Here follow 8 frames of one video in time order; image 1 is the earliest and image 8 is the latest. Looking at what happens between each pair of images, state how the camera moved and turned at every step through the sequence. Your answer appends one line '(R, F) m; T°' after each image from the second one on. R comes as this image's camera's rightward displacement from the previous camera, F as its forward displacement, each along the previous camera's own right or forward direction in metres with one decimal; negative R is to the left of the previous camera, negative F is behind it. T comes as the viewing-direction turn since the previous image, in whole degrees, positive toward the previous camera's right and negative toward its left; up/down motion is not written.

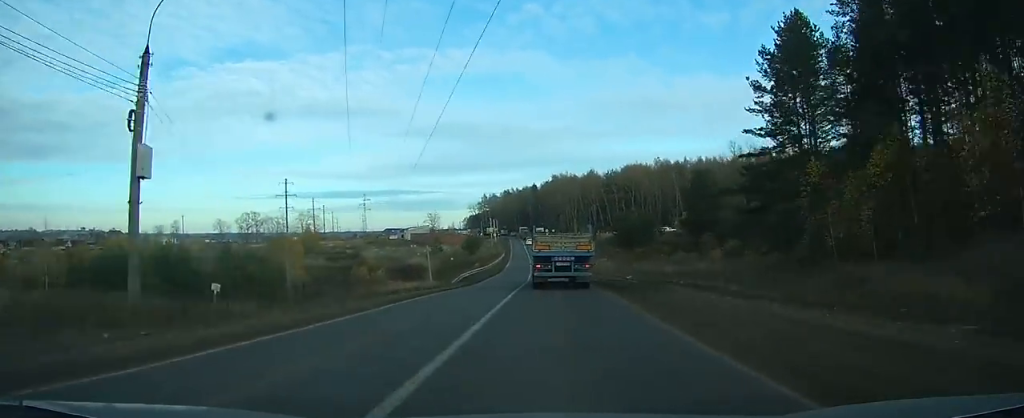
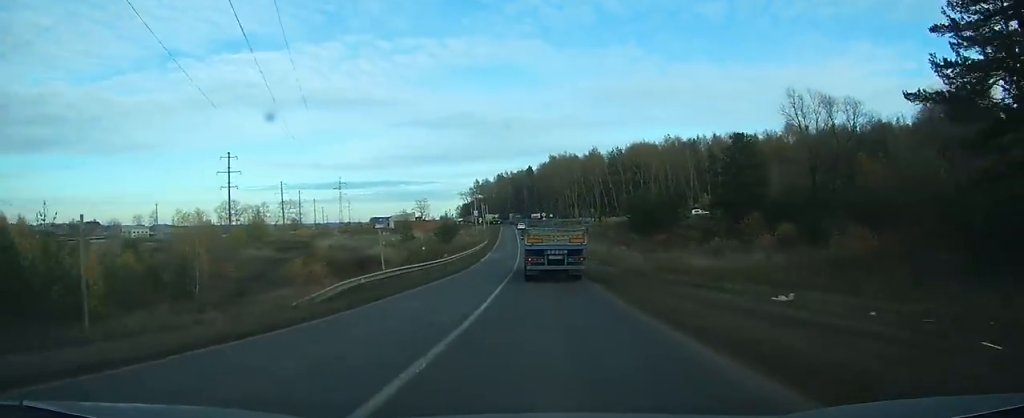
(-0.1, +26.5) m; 0°
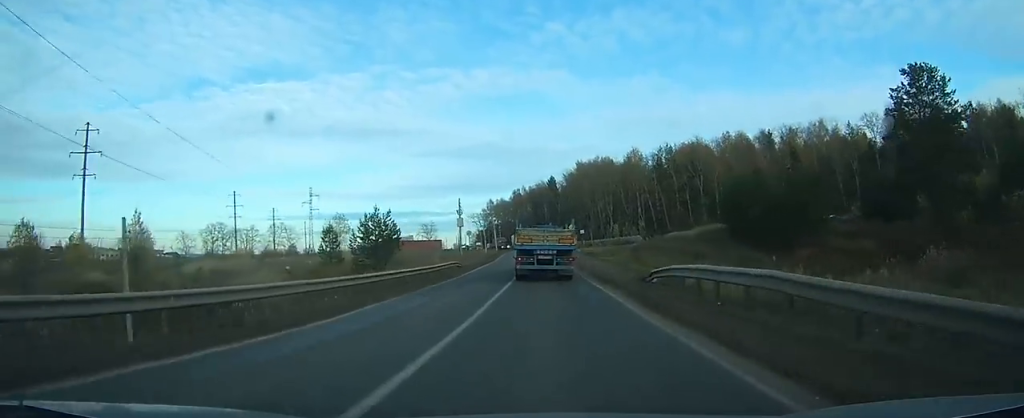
(-0.3, +49.9) m; -1°
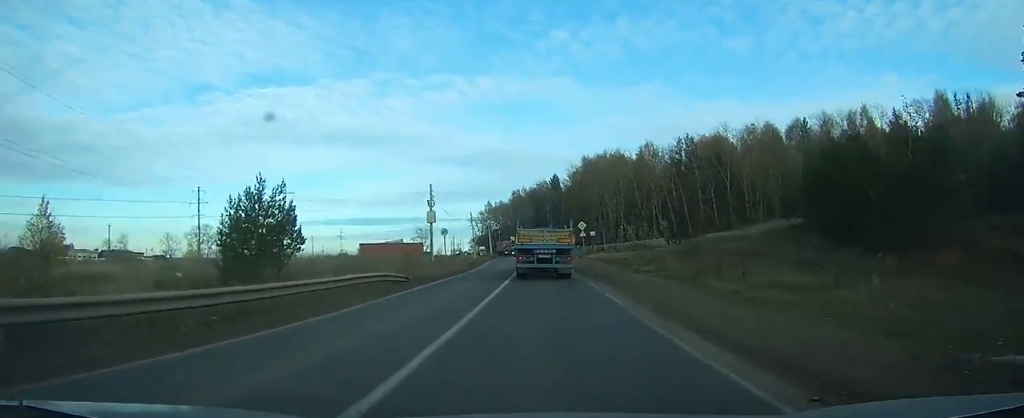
(-0.1, +21.1) m; -1°
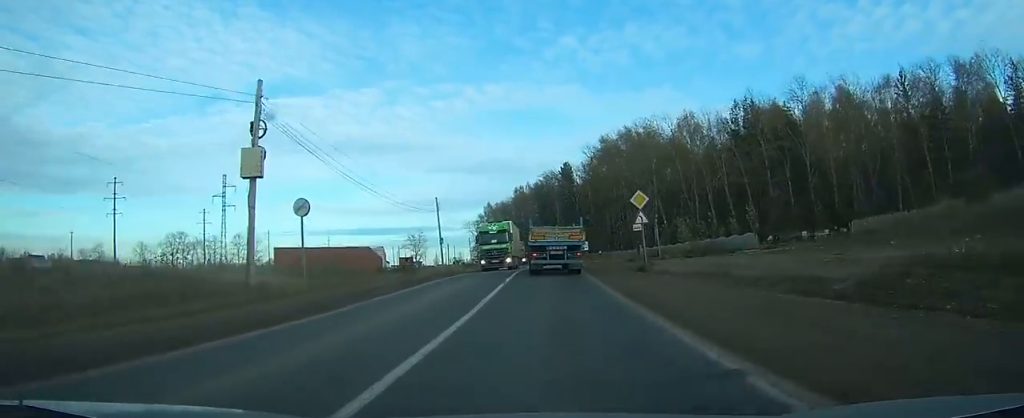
(-0.3, +37.7) m; -1°
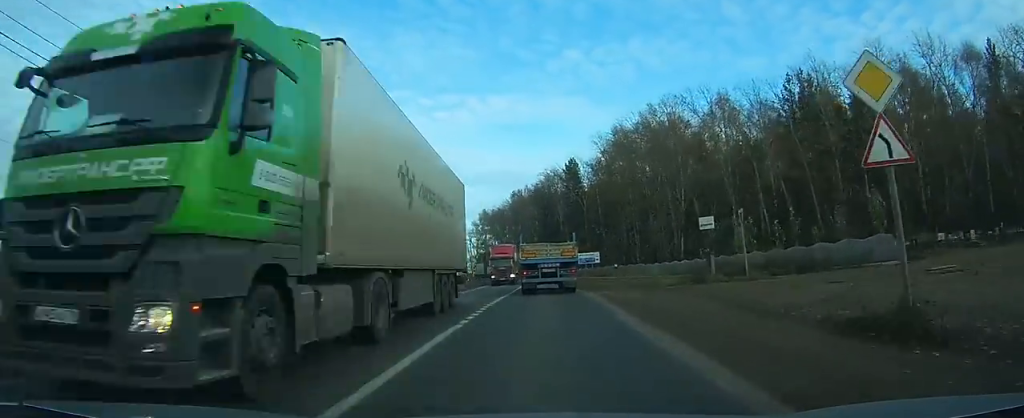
(-0.2, +22.2) m; 0°
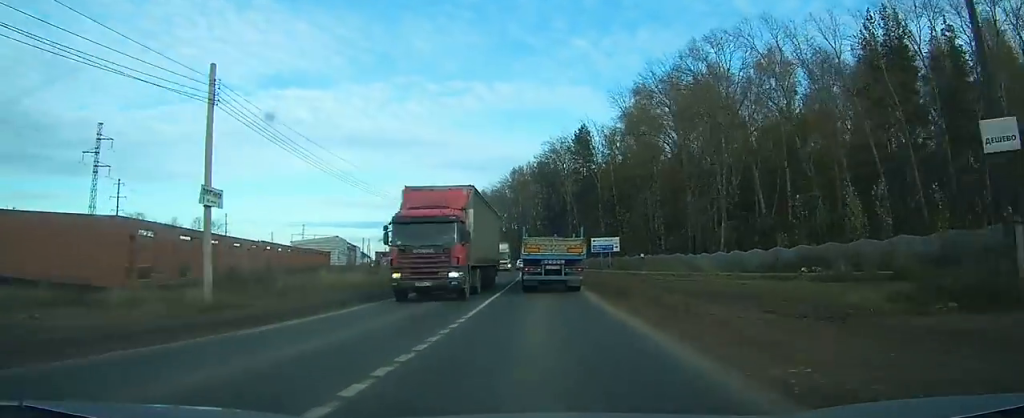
(+0.1, +19.7) m; 0°
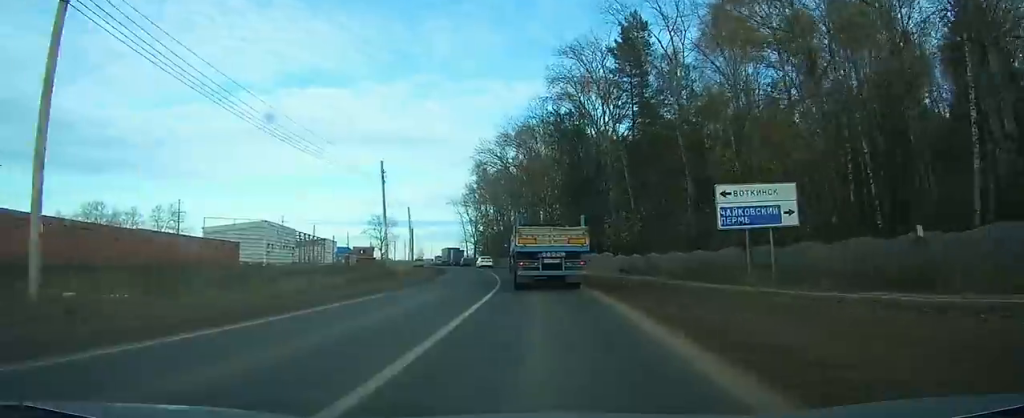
(-0.3, +45.8) m; -1°
